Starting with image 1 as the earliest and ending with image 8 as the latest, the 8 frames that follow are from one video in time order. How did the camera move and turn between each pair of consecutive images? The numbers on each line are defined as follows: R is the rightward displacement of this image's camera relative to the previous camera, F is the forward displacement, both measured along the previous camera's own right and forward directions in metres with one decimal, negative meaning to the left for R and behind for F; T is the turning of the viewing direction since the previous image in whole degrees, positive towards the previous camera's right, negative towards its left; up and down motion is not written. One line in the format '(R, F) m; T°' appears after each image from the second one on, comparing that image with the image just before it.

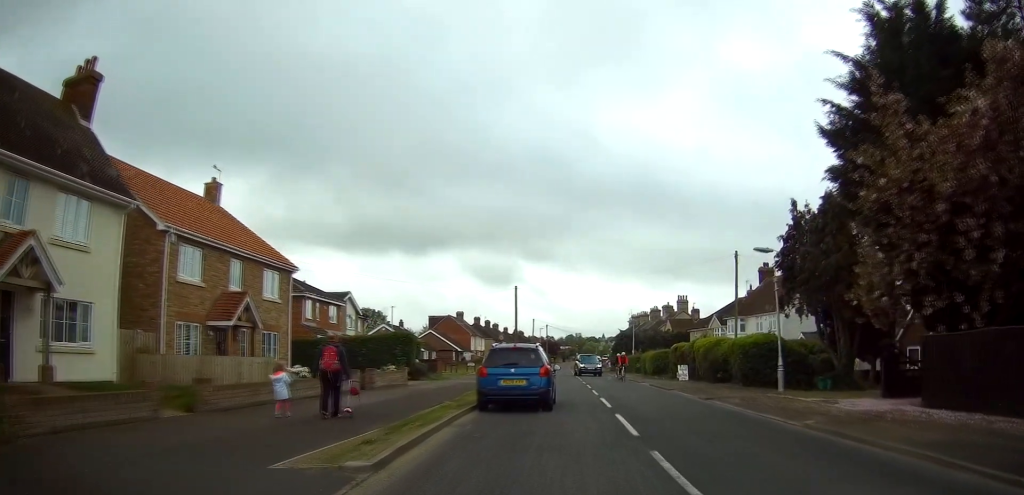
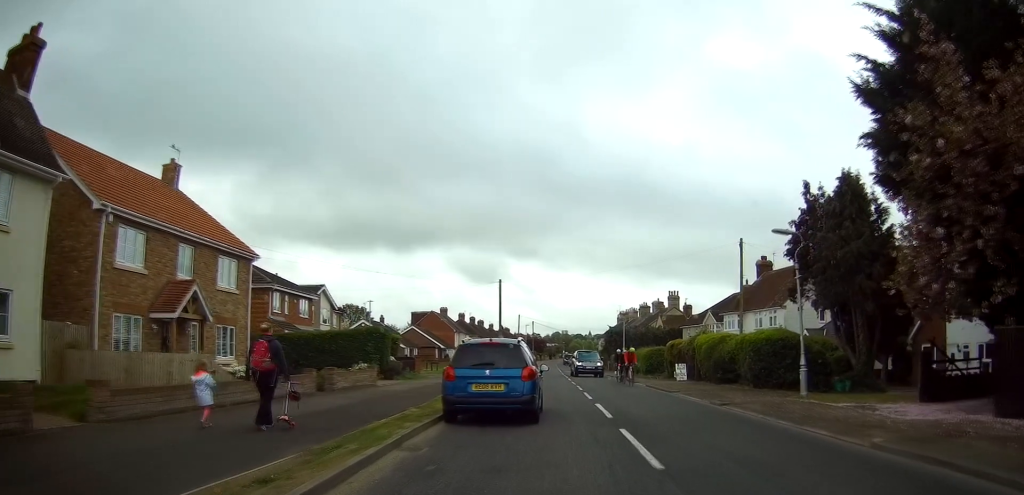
(+0.1, +3.9) m; +2°
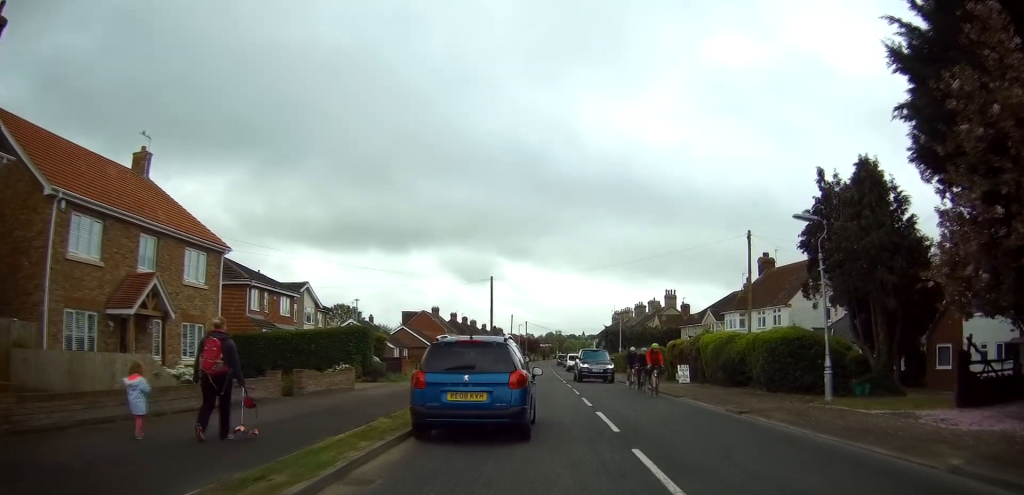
(0.0, +2.8) m; +3°
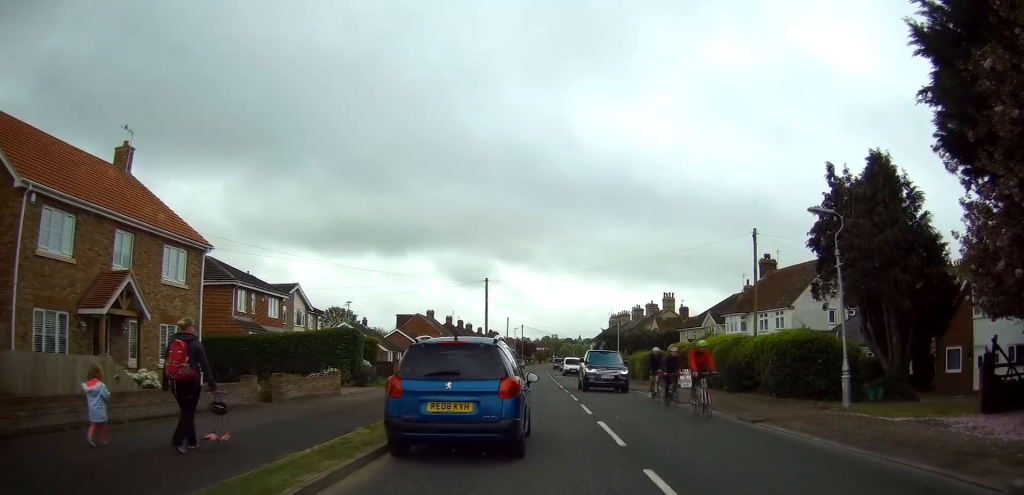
(0.0, +1.8) m; +3°
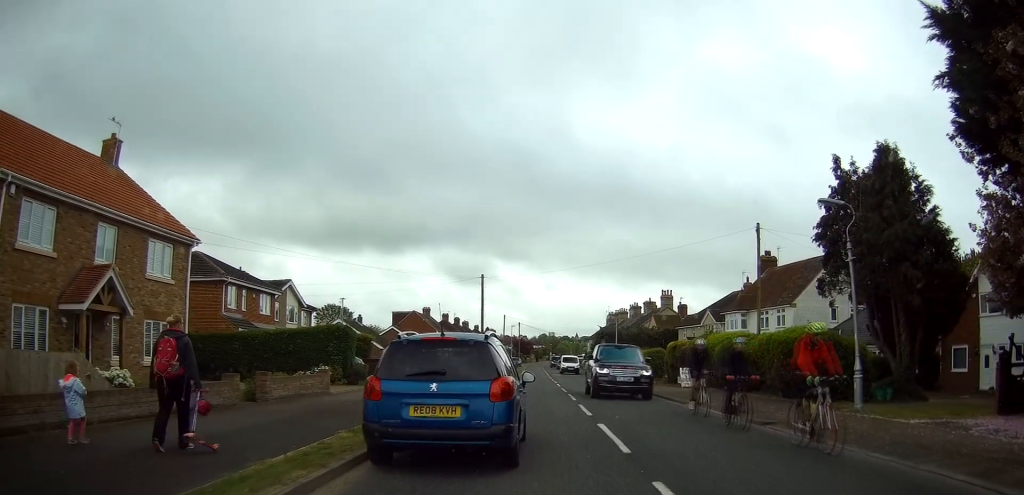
(+0.2, +1.3) m; 0°
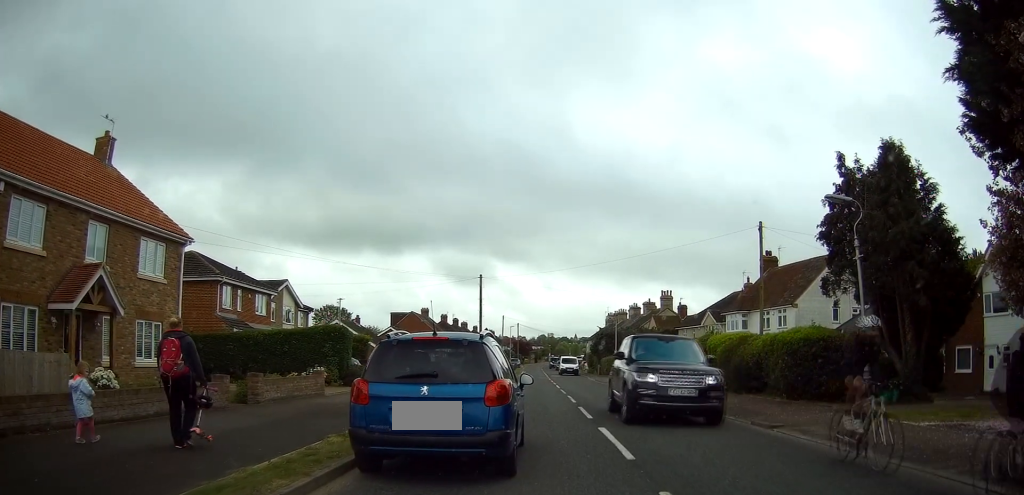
(+0.1, +0.9) m; 0°
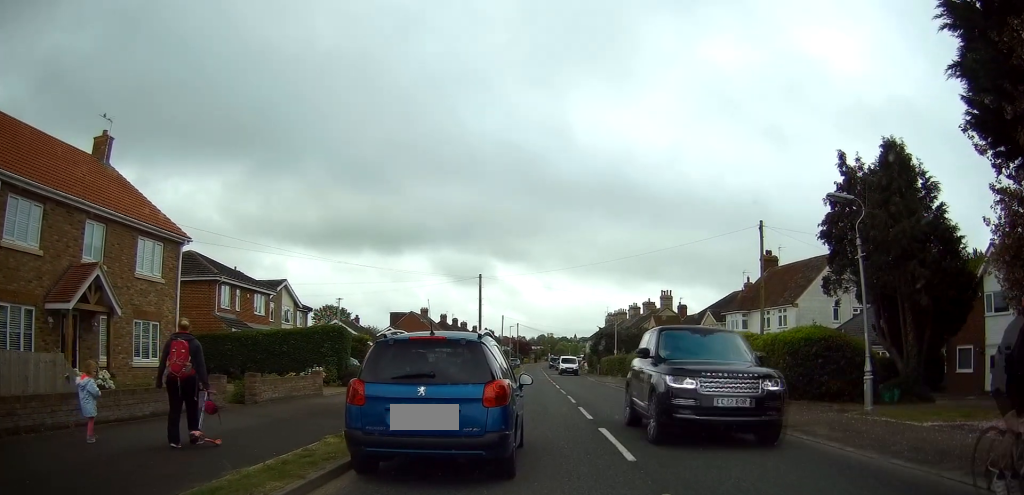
(0.0, +0.3) m; 0°
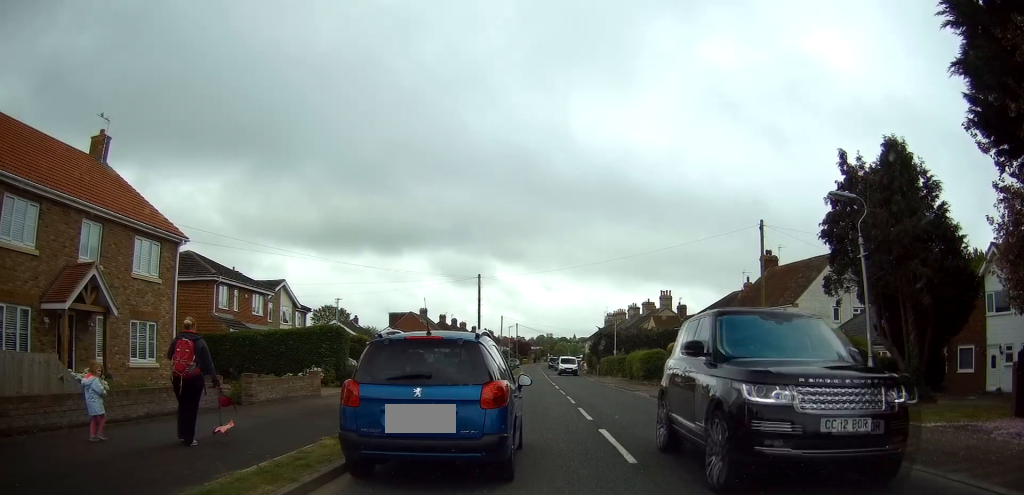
(0.0, +0.3) m; 0°
